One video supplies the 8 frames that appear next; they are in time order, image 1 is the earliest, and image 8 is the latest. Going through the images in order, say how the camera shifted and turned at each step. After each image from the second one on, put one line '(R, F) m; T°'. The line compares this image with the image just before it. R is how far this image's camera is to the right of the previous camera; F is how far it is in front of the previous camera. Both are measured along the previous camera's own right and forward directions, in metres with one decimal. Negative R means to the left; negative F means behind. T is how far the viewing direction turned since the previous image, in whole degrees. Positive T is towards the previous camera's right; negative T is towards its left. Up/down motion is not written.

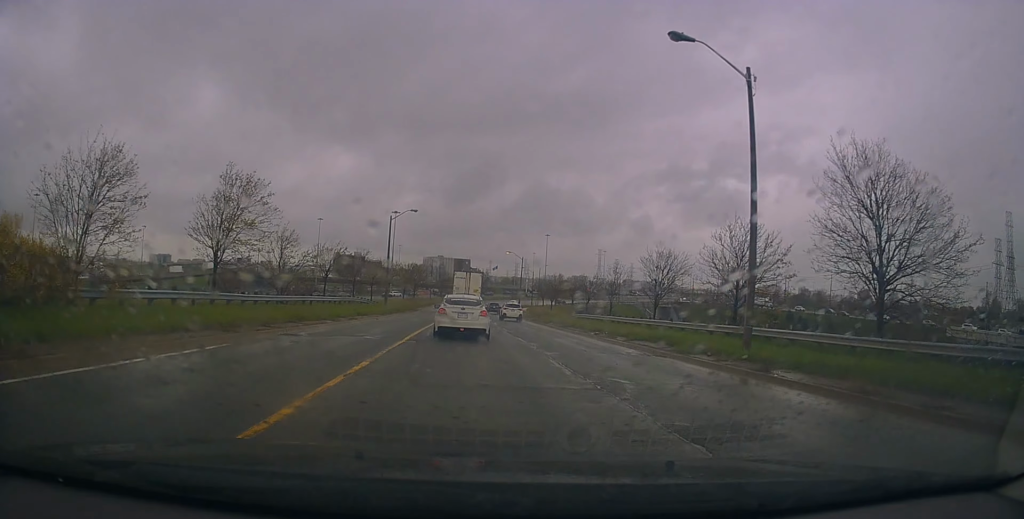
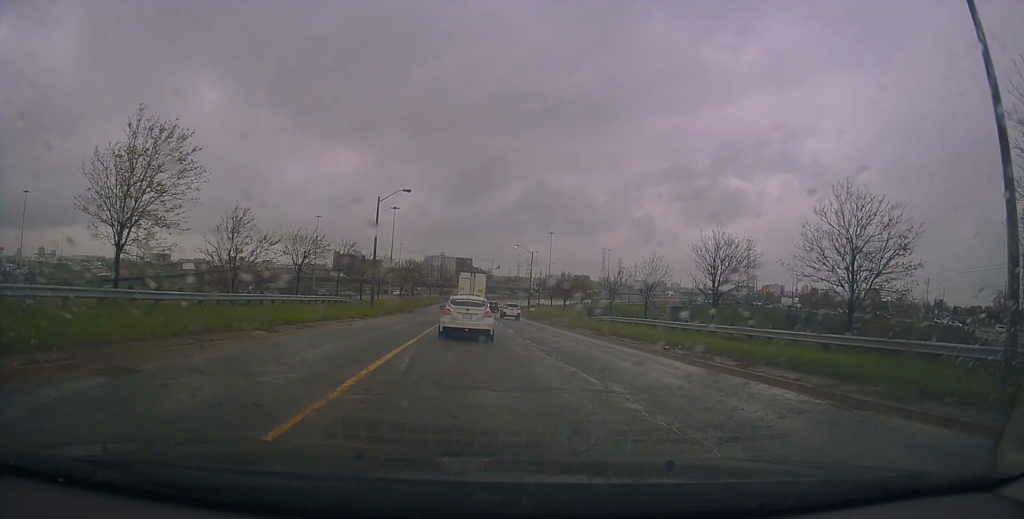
(-0.1, +10.0) m; 0°
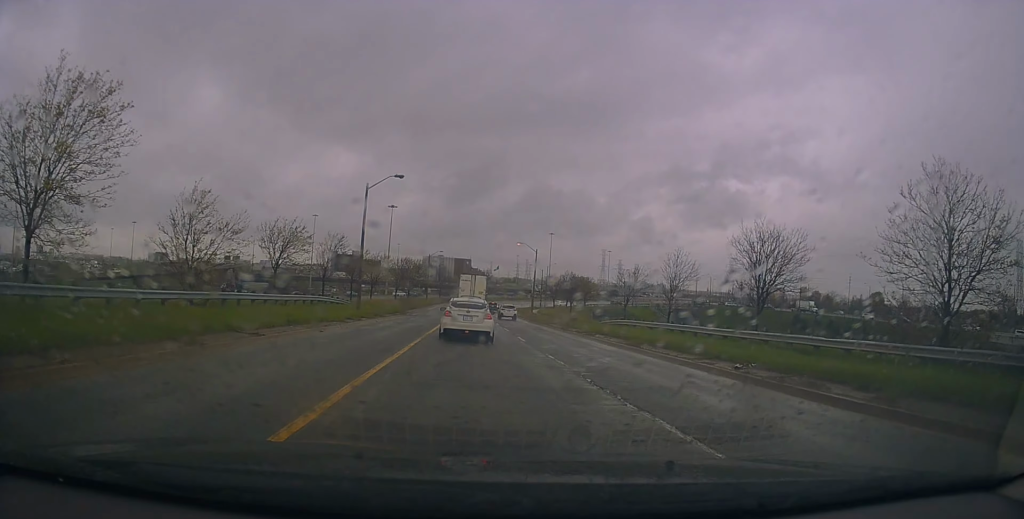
(+0.2, +5.7) m; 0°
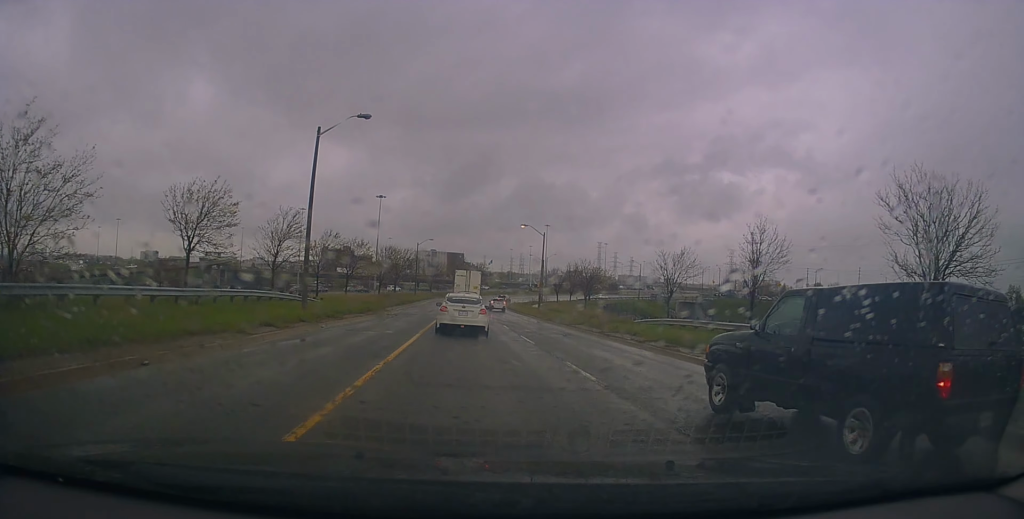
(-0.4, +11.8) m; -1°
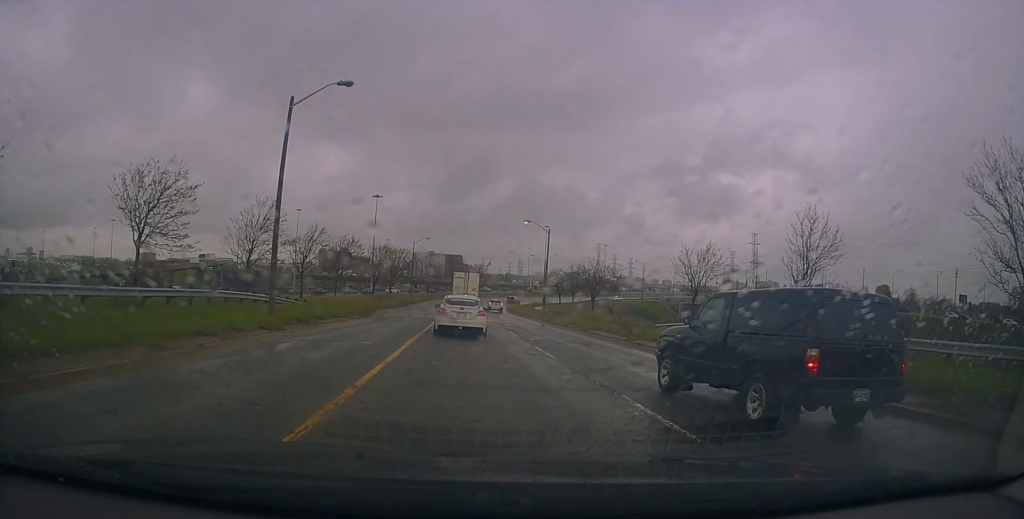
(-0.1, +4.3) m; +1°
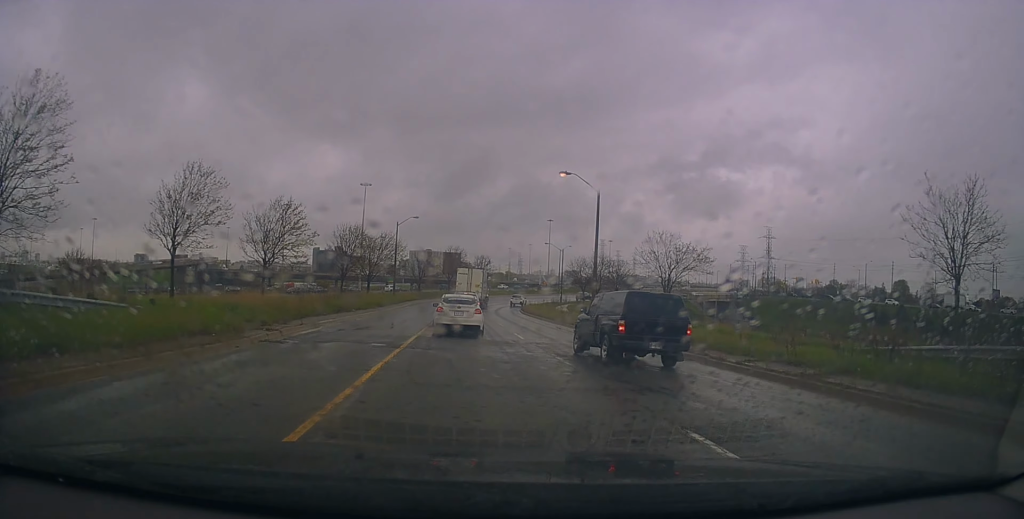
(+0.7, +20.0) m; +1°
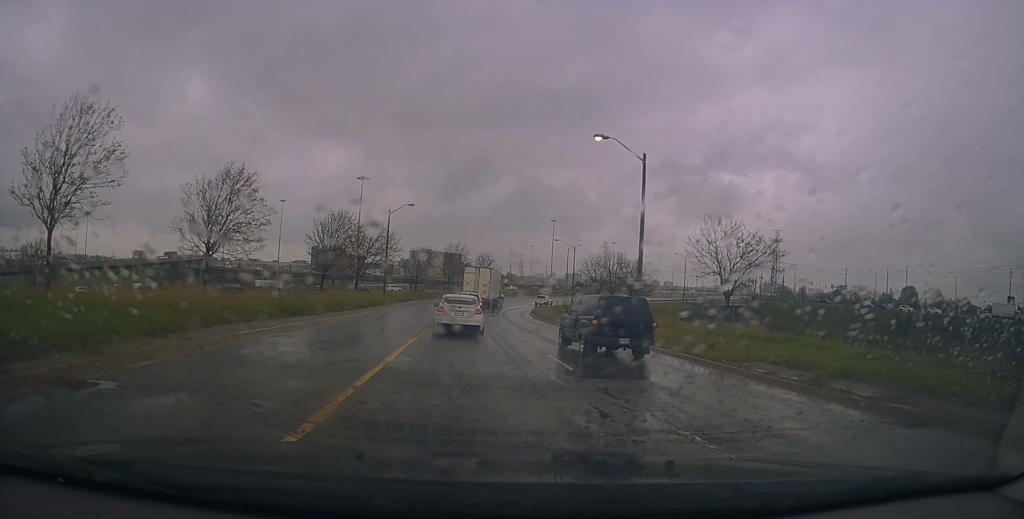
(-0.2, +8.8) m; 0°
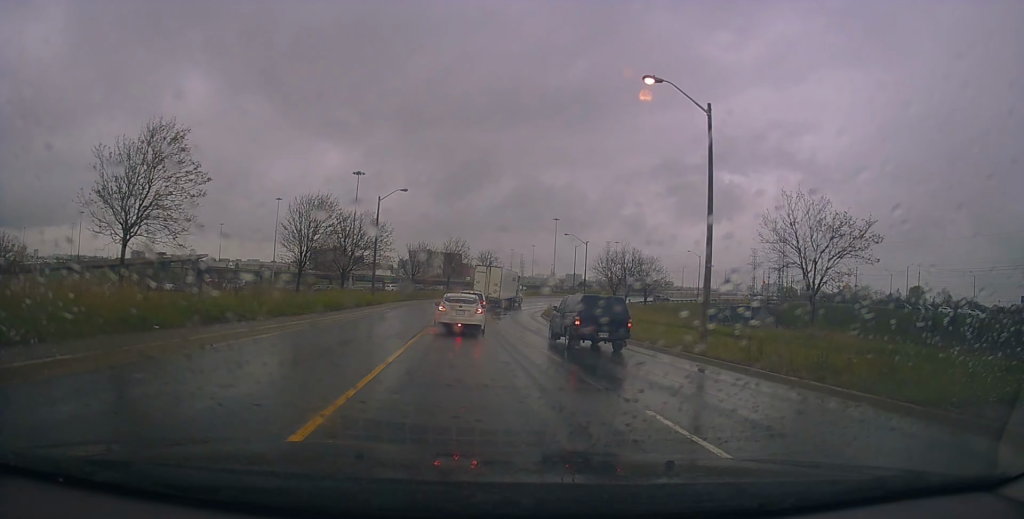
(+0.1, +7.6) m; 0°
